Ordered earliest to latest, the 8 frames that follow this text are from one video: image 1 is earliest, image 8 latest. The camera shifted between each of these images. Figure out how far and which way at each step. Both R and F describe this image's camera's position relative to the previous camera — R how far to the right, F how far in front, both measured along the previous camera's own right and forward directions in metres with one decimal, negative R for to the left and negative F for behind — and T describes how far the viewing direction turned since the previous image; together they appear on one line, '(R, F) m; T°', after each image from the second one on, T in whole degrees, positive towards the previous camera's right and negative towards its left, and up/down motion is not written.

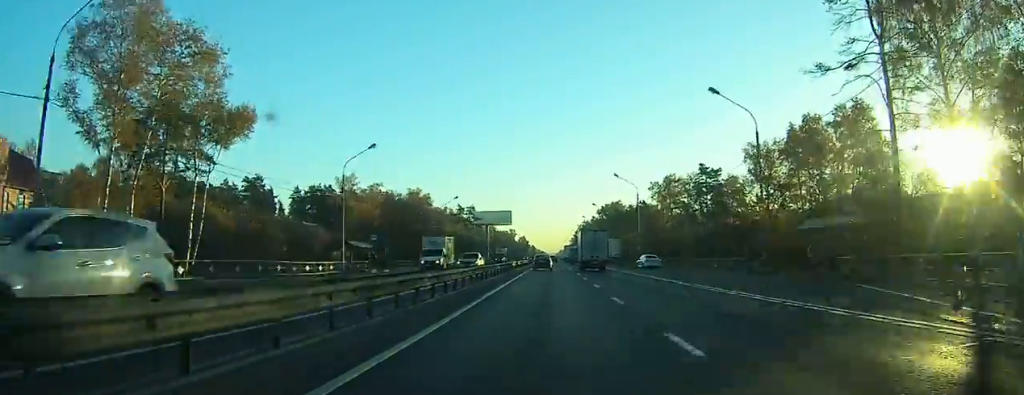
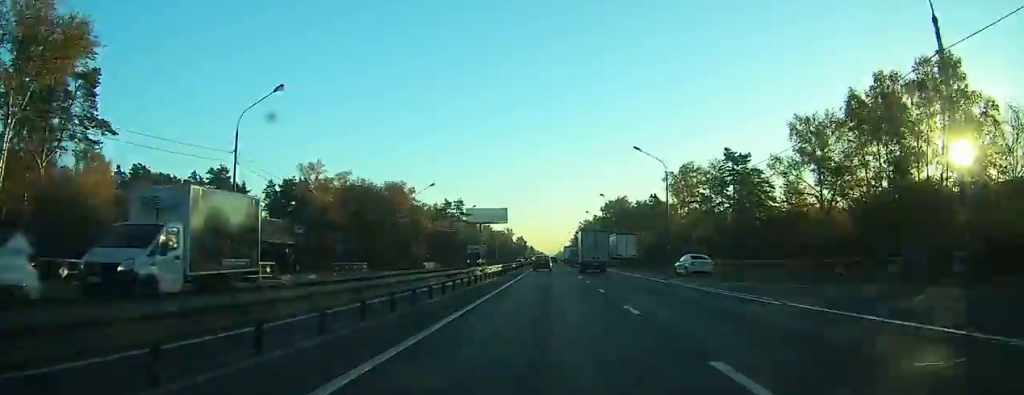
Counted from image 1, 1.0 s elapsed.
(0.0, +18.4) m; 0°
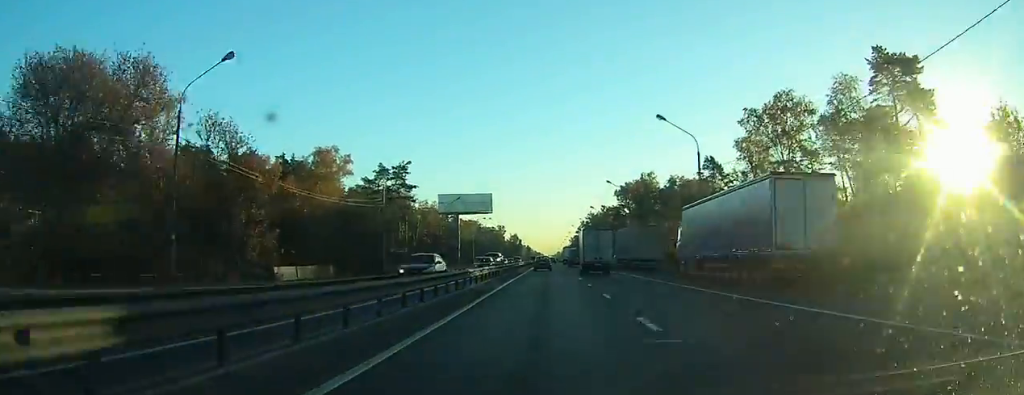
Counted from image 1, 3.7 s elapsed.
(+0.3, +49.0) m; +1°
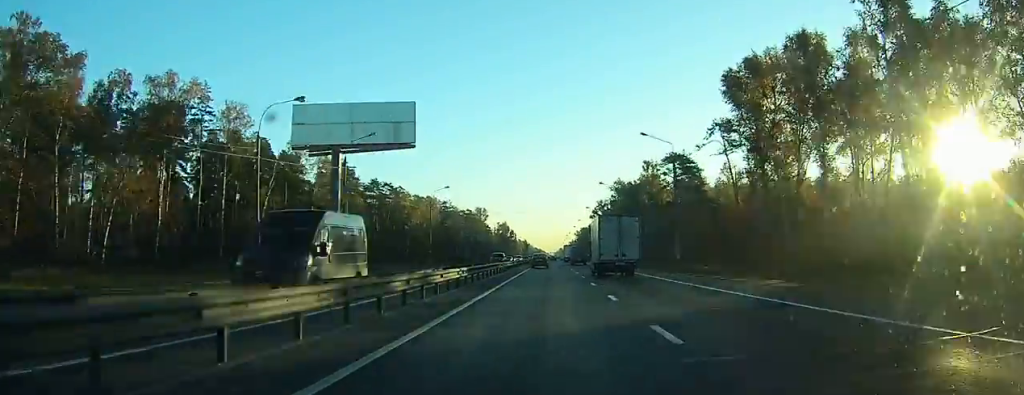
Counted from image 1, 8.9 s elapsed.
(+0.1, +99.6) m; 0°
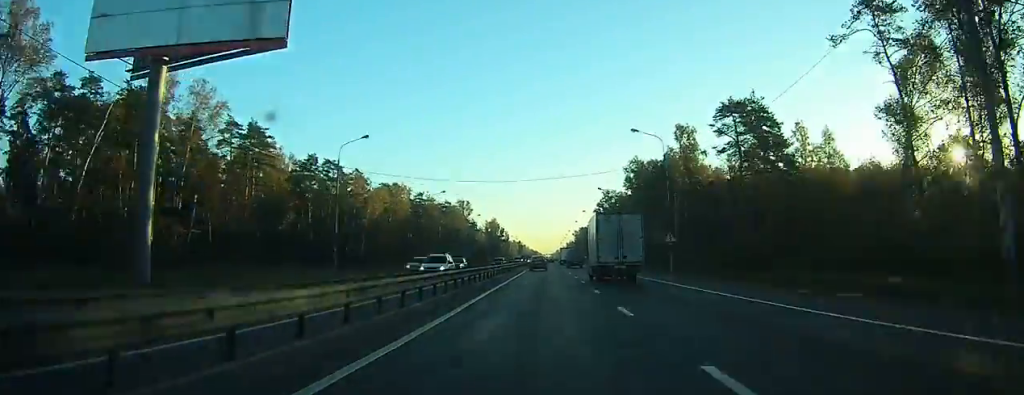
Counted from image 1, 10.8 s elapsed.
(+0.1, +36.2) m; 0°
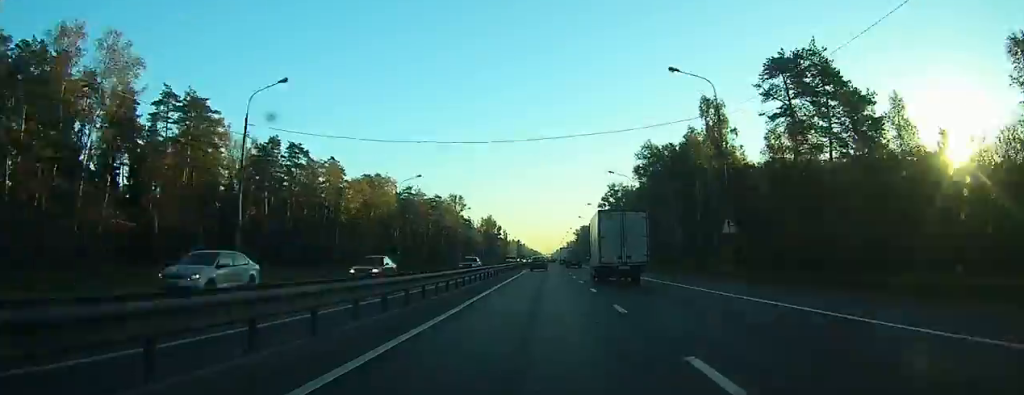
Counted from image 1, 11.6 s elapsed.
(0.0, +15.3) m; 0°
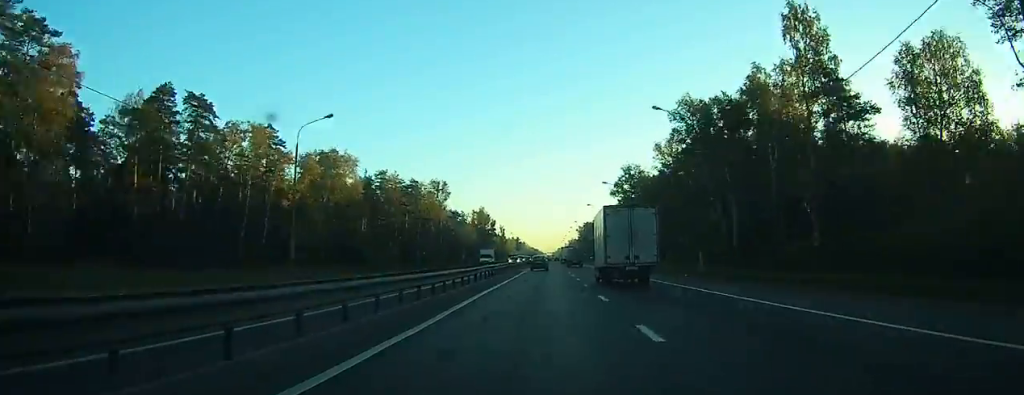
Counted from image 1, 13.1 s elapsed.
(+0.1, +27.6) m; 0°
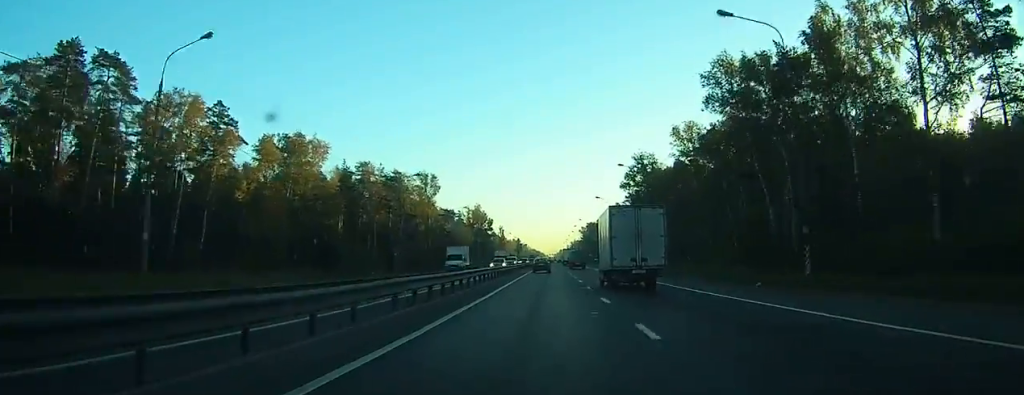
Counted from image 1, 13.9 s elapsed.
(0.0, +15.1) m; 0°
